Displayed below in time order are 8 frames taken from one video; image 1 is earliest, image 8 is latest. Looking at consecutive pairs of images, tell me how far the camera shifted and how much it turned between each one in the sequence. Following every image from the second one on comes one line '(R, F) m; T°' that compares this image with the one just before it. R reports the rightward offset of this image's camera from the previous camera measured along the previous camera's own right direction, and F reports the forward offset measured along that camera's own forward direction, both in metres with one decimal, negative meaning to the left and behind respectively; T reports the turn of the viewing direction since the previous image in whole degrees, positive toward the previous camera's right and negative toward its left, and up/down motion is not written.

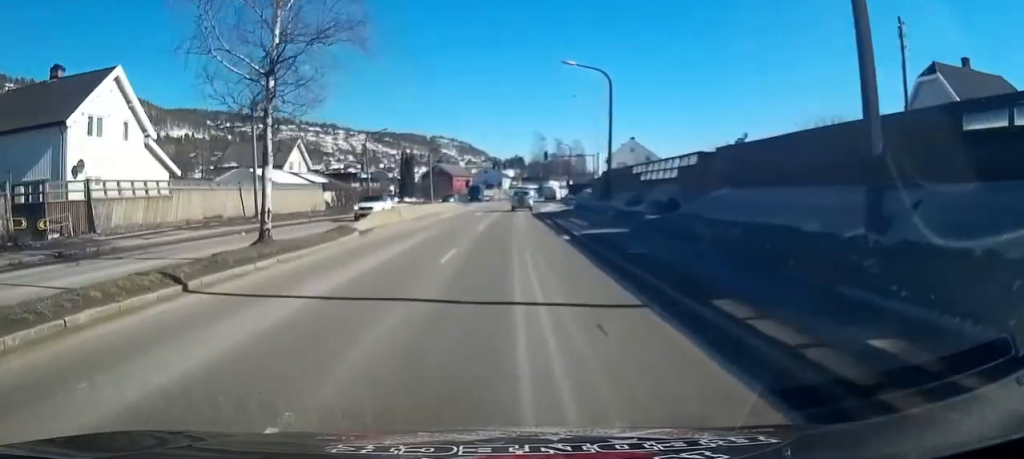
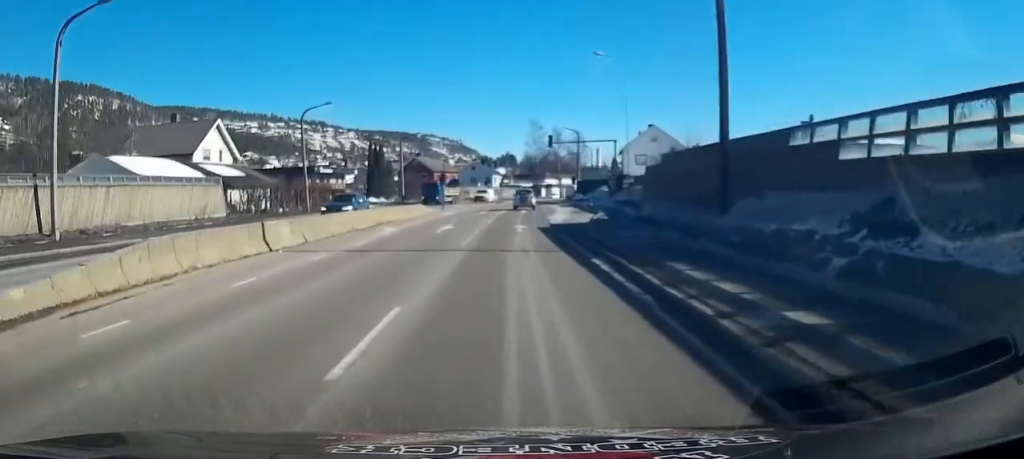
(+0.3, +19.2) m; +2°
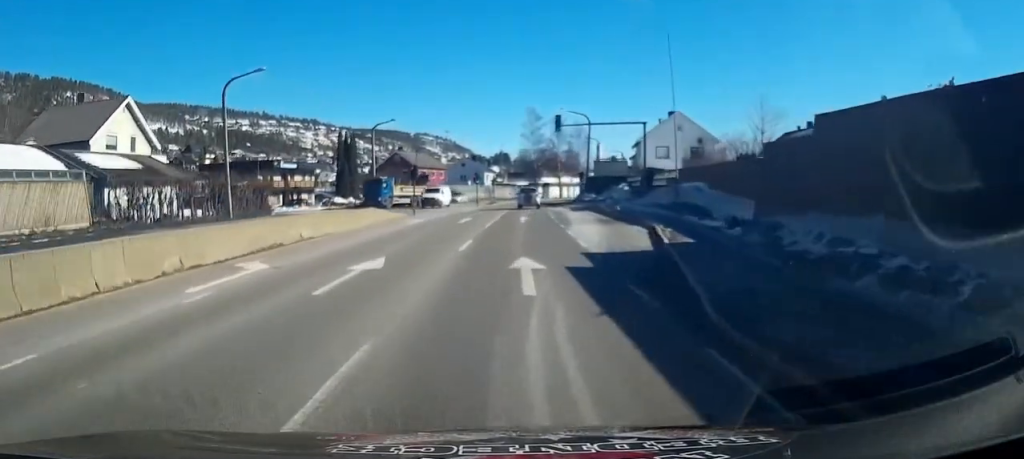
(+0.2, +13.6) m; 0°
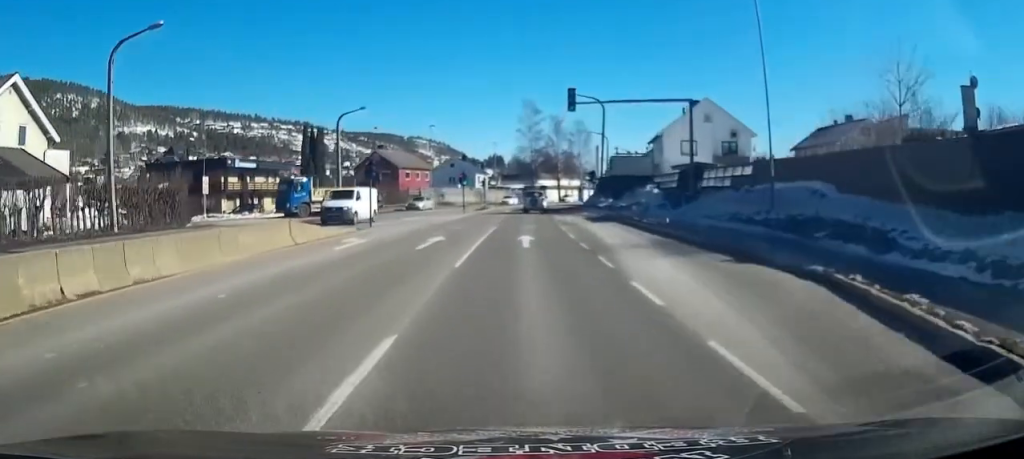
(-0.3, +11.6) m; 0°
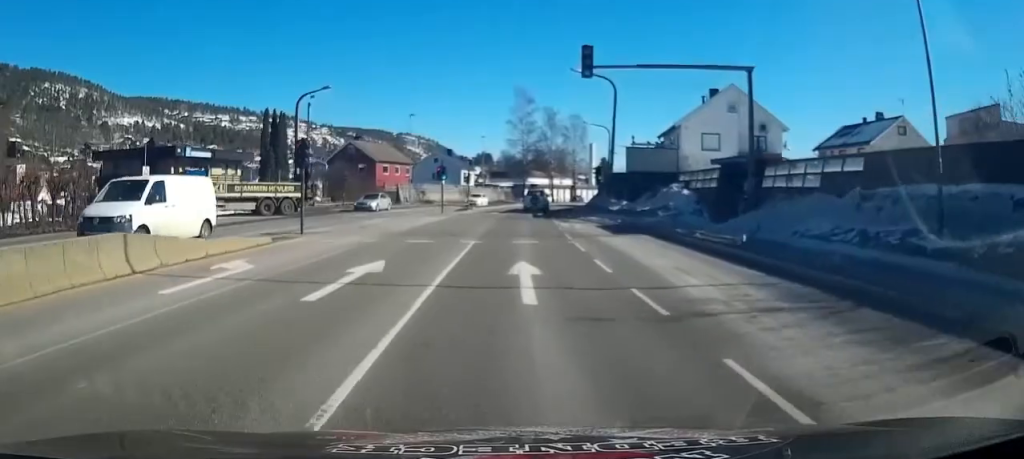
(+0.2, +8.5) m; +1°
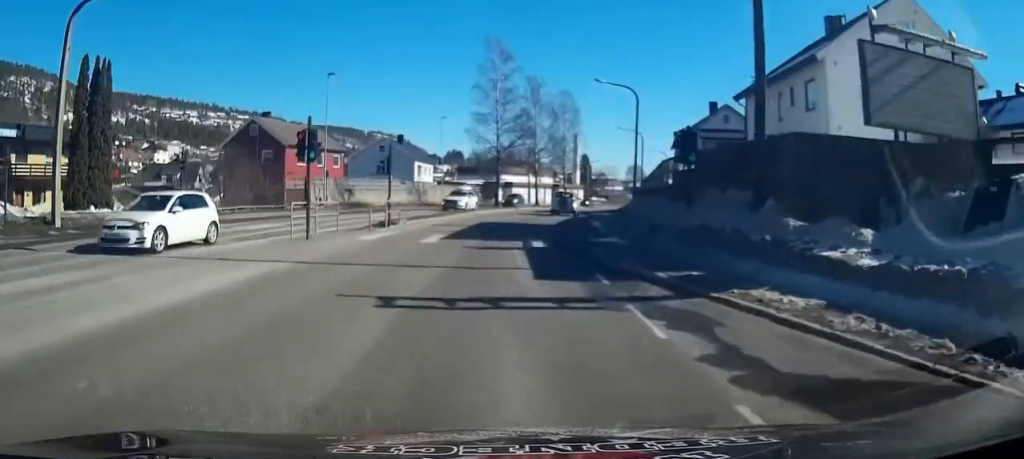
(+0.2, +24.7) m; 0°
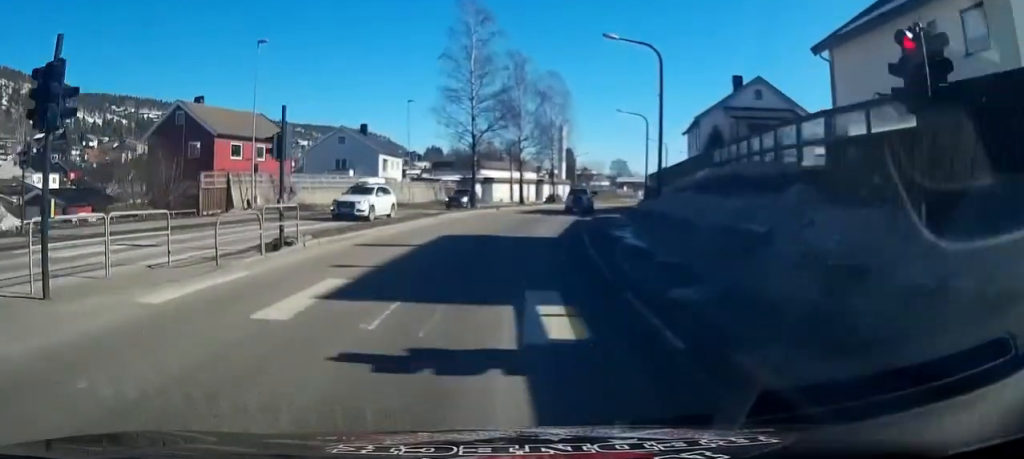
(0.0, +10.8) m; +1°
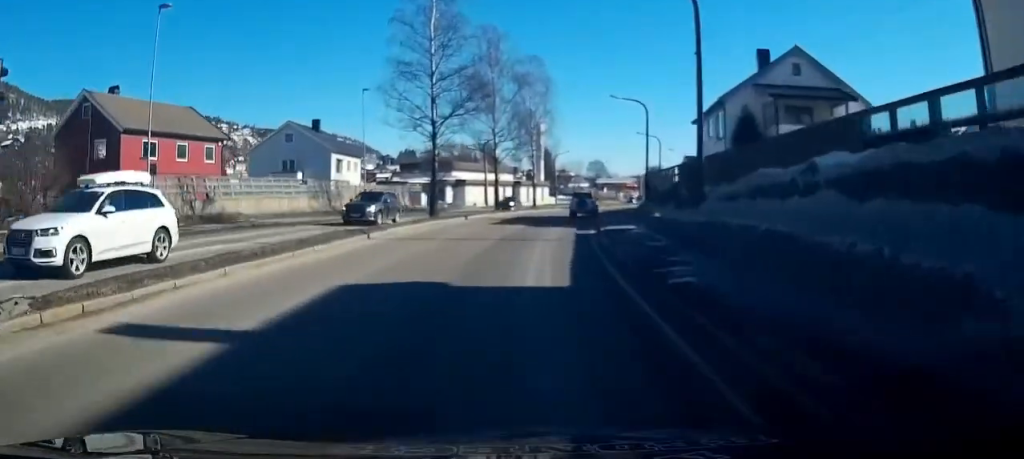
(-0.1, +9.4) m; +2°
